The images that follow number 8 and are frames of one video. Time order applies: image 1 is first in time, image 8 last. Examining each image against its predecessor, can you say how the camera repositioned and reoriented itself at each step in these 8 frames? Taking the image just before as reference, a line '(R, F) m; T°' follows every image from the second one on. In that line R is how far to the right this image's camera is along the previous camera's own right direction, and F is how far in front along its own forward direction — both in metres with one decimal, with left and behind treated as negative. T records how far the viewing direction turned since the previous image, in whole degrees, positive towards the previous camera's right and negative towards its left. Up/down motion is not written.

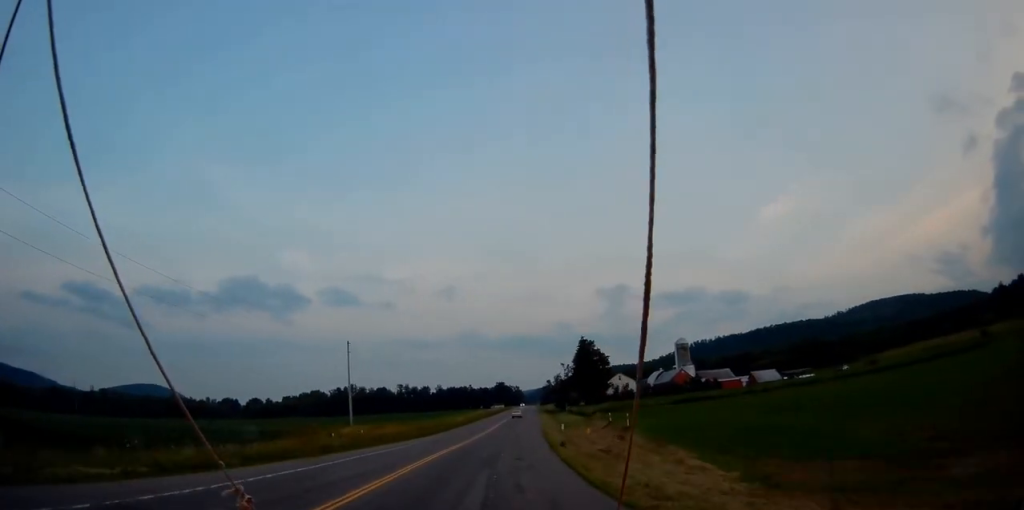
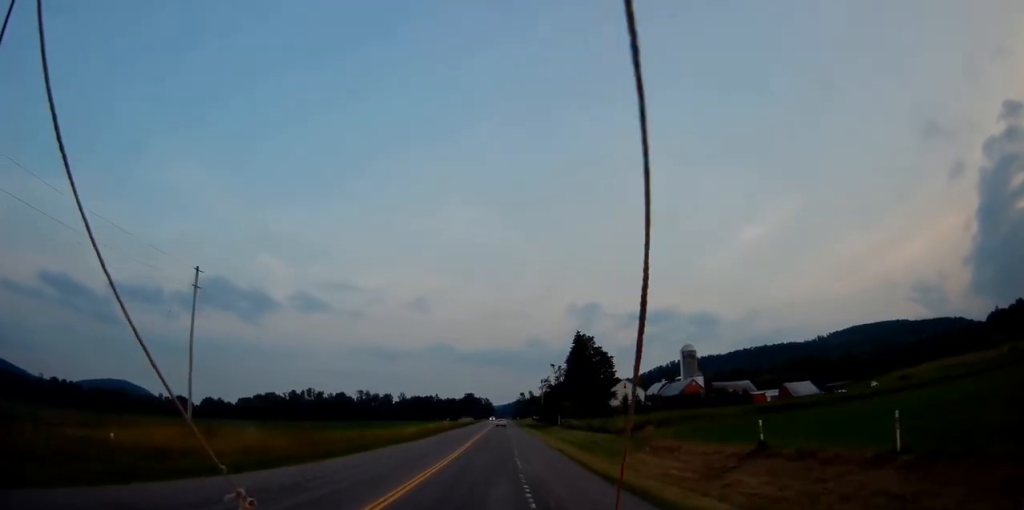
(+1.7, +39.2) m; +5°
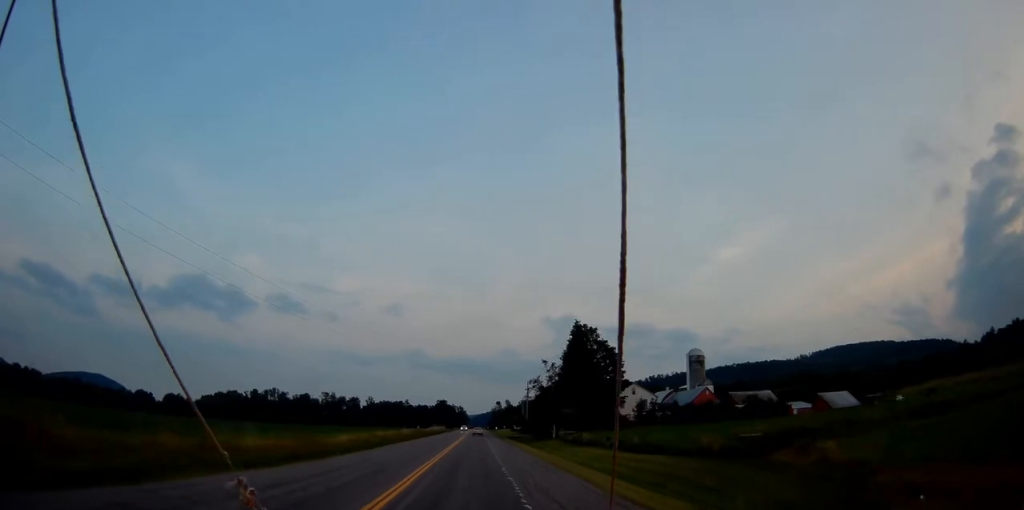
(+0.9, +28.5) m; +3°
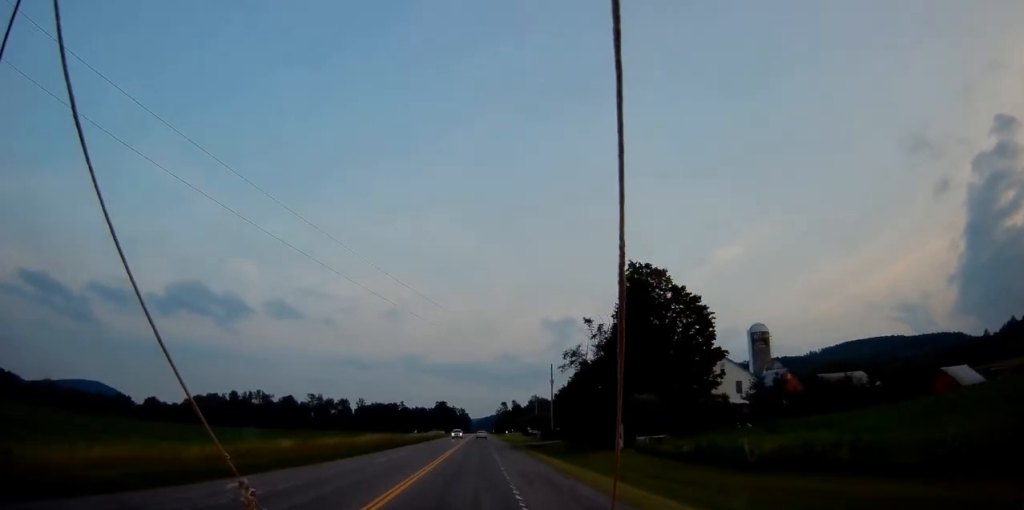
(+0.5, +40.3) m; +1°
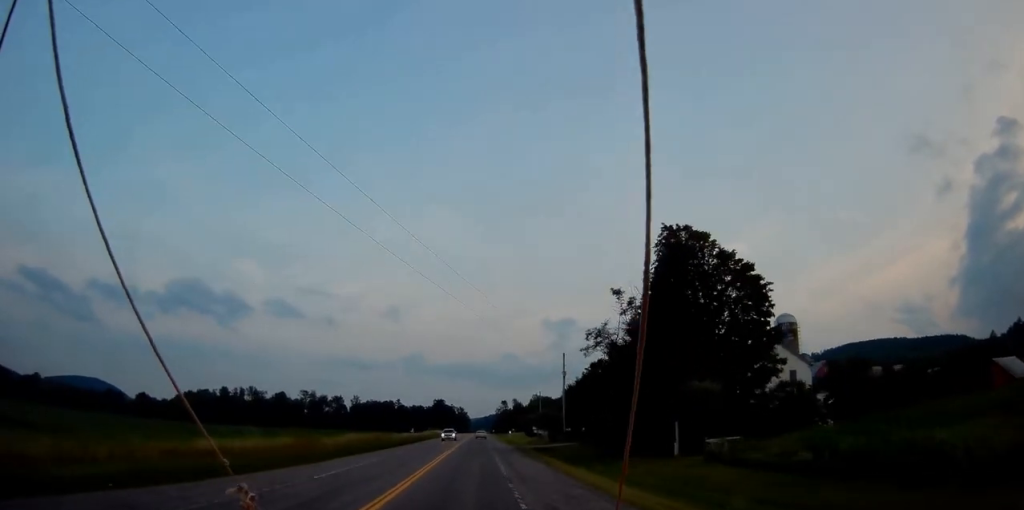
(0.0, +13.4) m; 0°
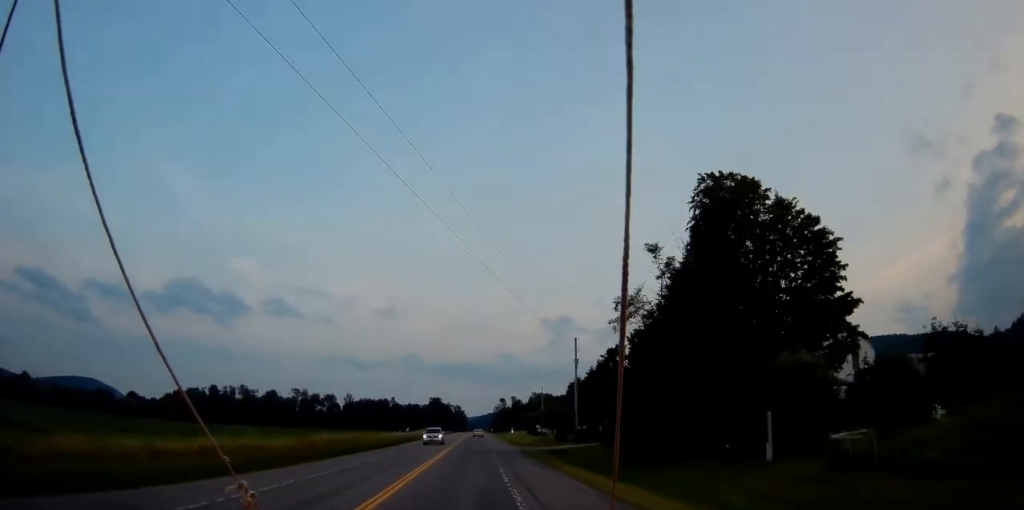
(0.0, +11.8) m; 0°
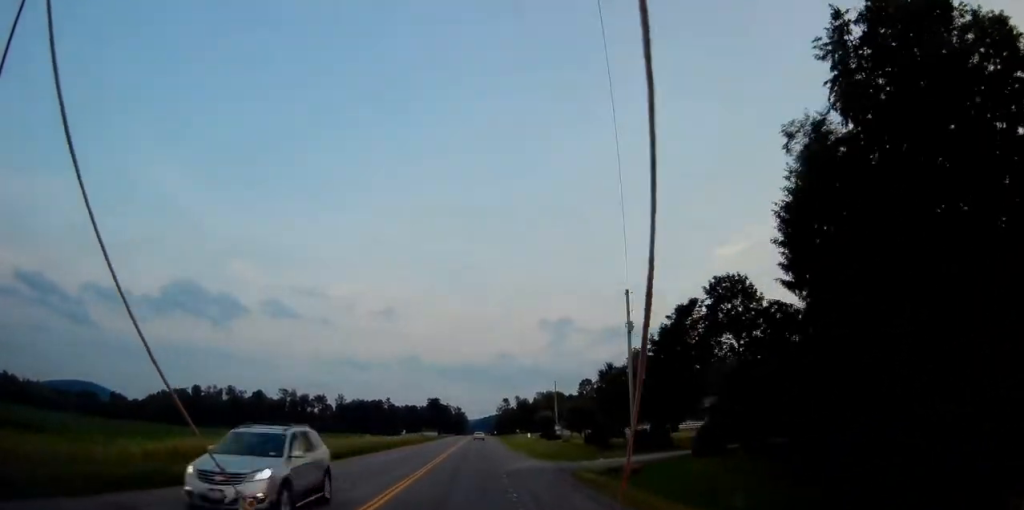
(0.0, +23.6) m; 0°
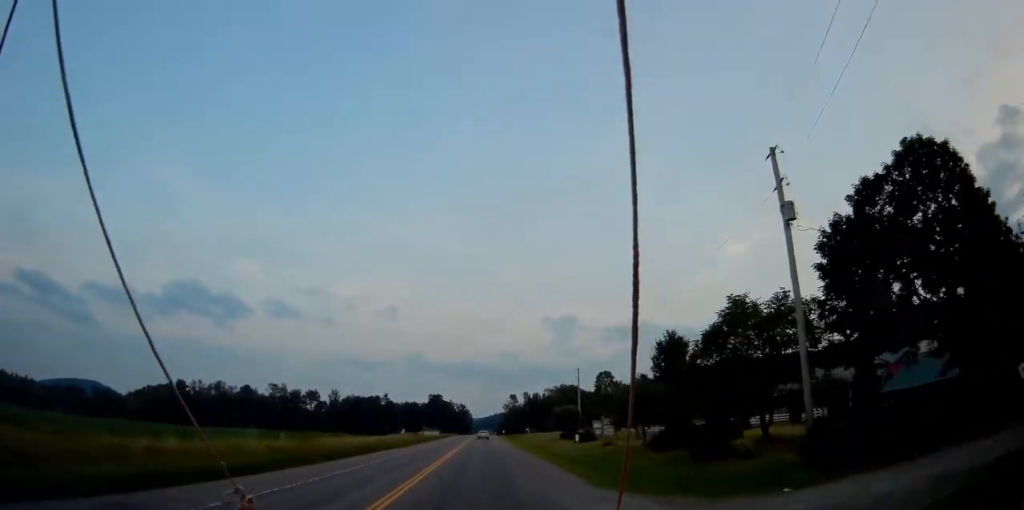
(+0.2, +23.5) m; 0°
